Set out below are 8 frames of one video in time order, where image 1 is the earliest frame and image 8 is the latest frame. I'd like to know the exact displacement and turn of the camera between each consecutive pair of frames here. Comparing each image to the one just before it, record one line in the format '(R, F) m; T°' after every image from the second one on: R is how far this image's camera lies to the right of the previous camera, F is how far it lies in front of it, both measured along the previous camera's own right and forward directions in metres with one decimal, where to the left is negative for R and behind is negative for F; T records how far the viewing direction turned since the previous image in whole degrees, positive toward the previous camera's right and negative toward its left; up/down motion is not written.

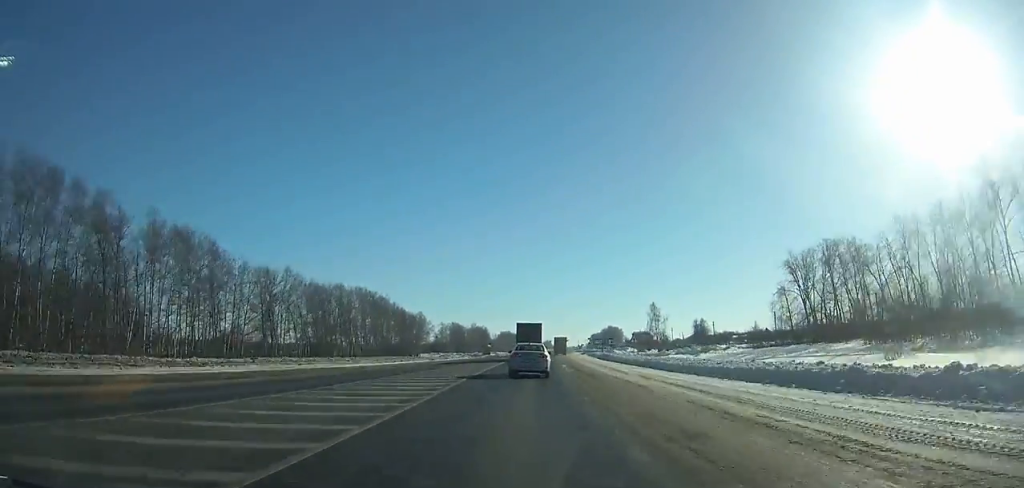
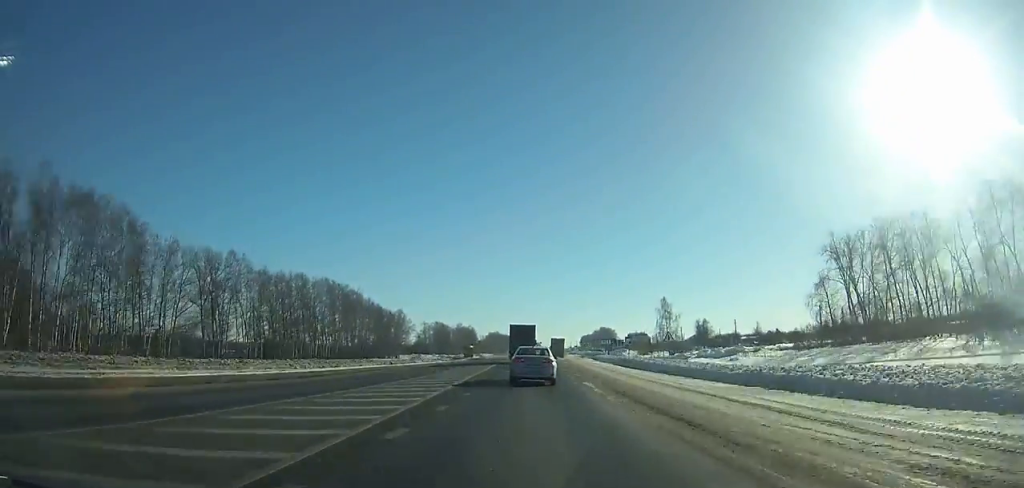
(+0.3, +22.6) m; +1°
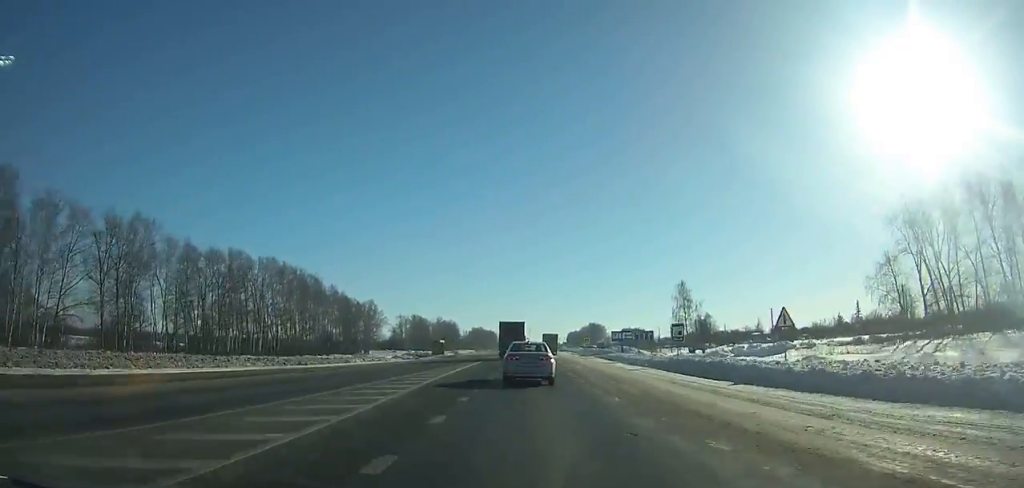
(+0.3, +25.6) m; 0°
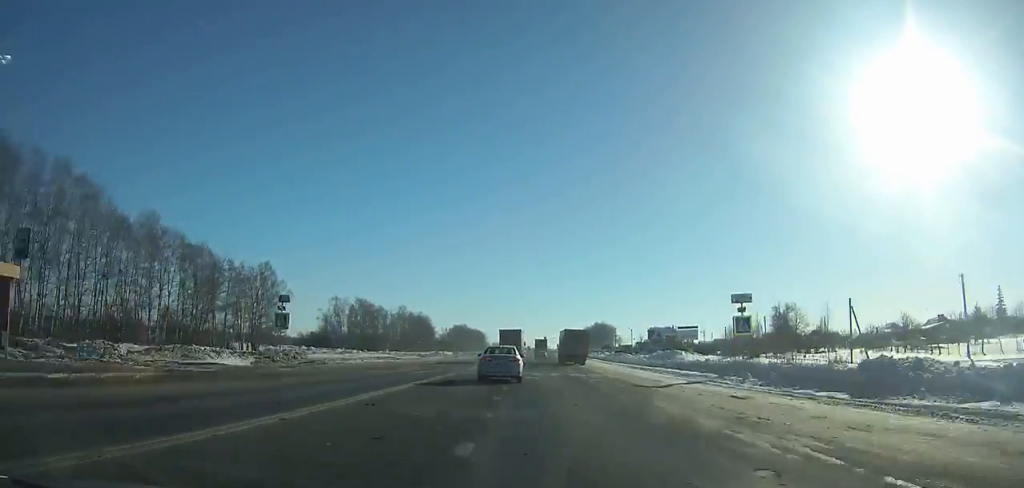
(+0.9, +94.8) m; +1°
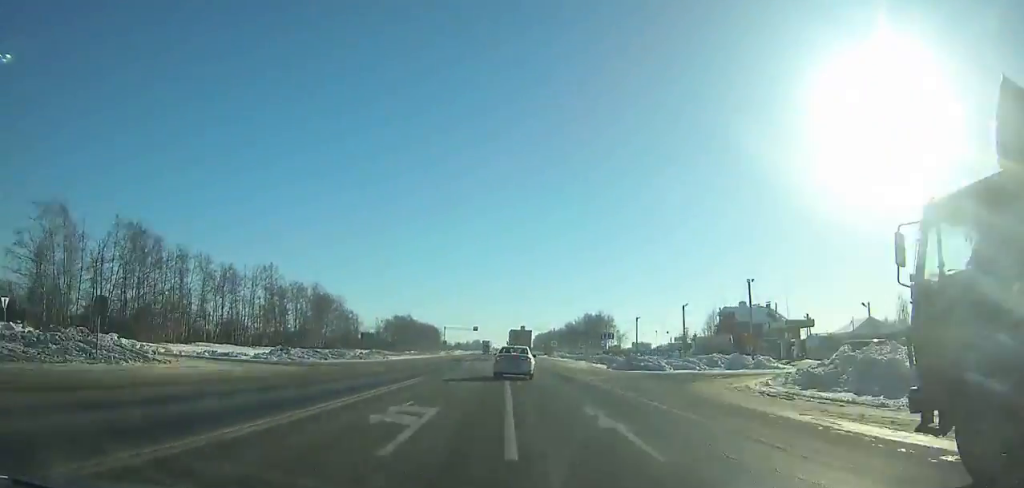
(+2.3, +115.9) m; +3°
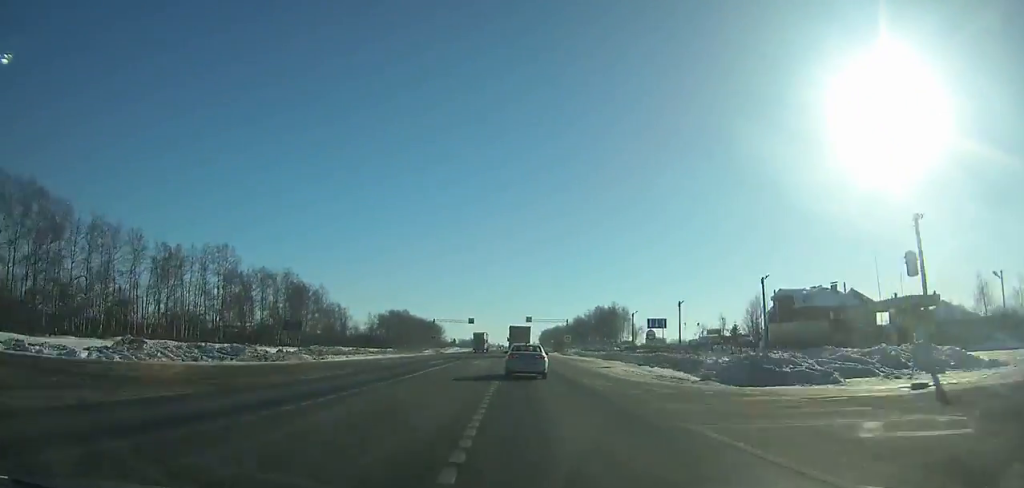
(+0.3, +26.5) m; 0°
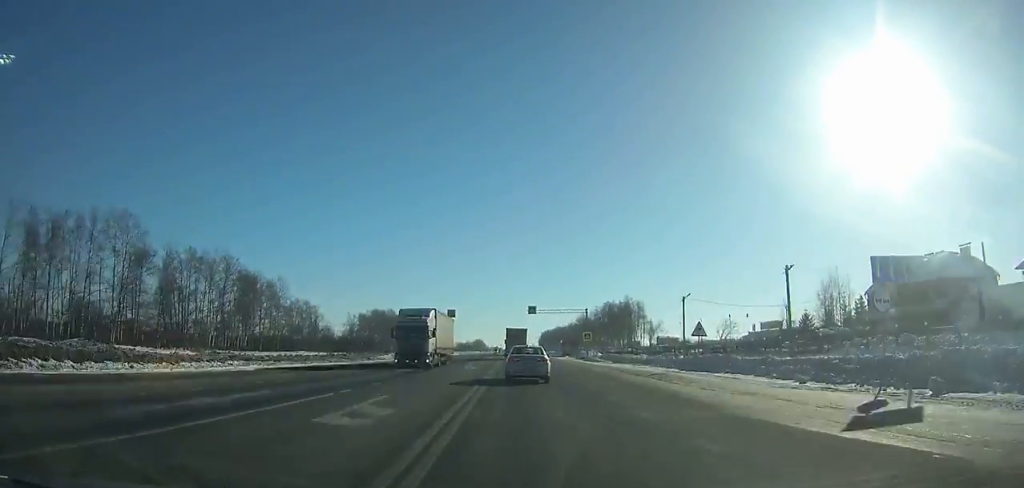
(+0.2, +34.0) m; 0°
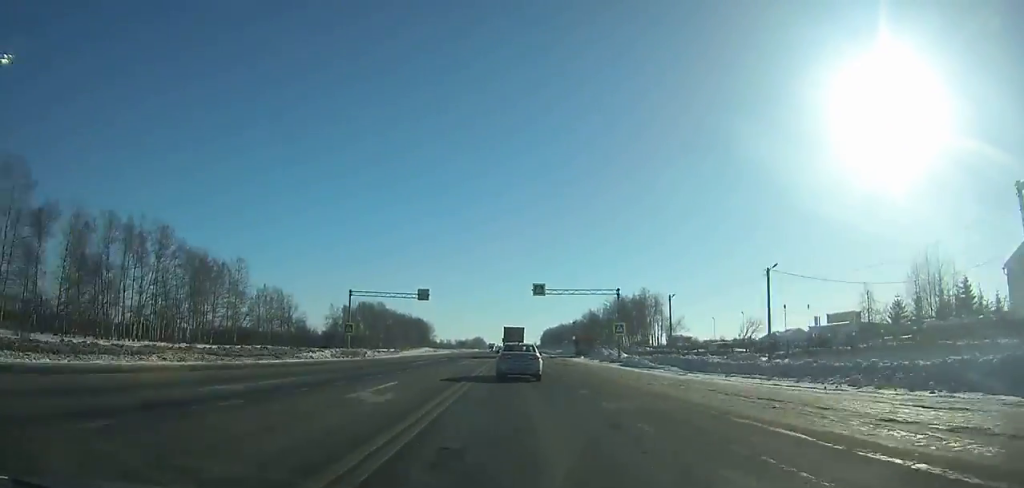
(+0.1, +26.4) m; 0°
